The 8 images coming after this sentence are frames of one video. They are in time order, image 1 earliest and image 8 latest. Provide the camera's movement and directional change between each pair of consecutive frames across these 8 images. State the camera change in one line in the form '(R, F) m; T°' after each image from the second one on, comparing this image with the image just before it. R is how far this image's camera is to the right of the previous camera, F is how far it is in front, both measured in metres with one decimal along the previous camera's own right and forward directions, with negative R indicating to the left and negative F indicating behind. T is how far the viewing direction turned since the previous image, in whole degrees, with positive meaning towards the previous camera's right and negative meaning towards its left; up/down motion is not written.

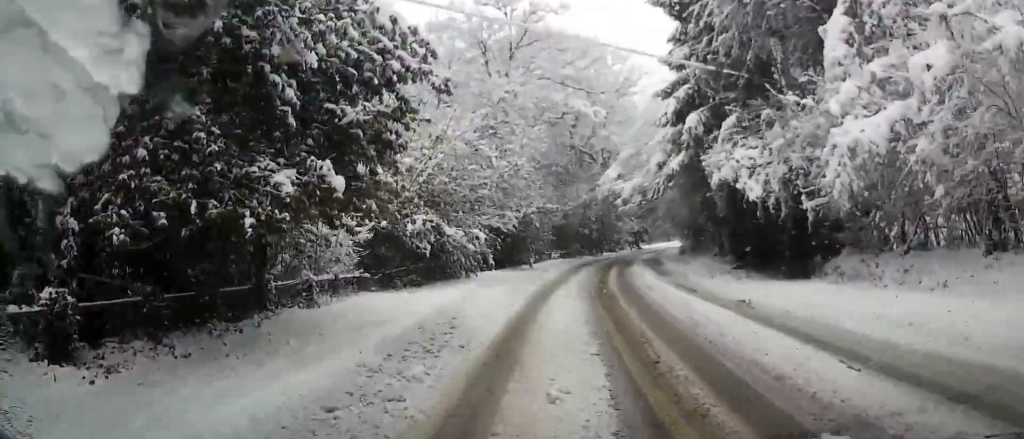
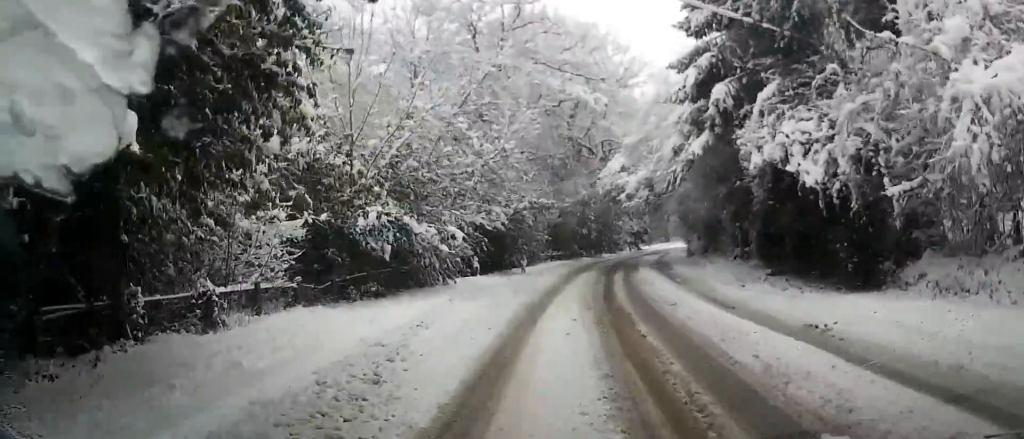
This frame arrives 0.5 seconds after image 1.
(+0.3, +3.6) m; 0°
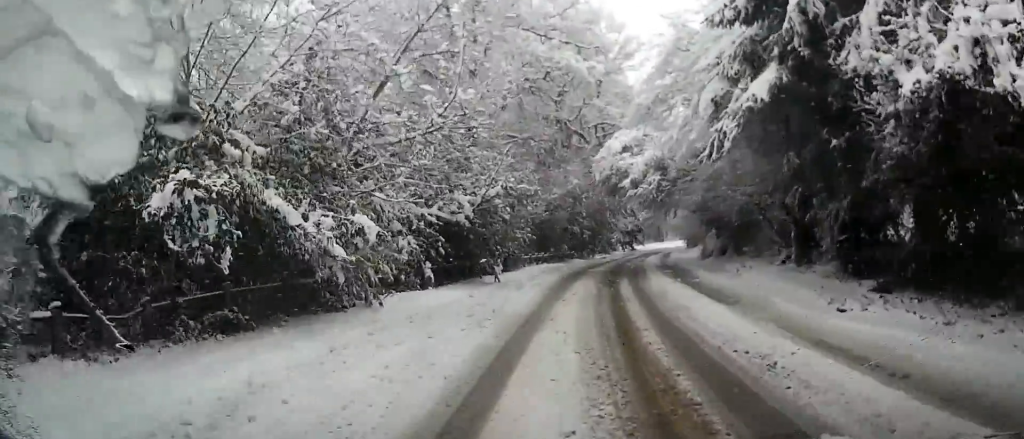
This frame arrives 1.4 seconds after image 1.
(-0.3, +6.4) m; -3°
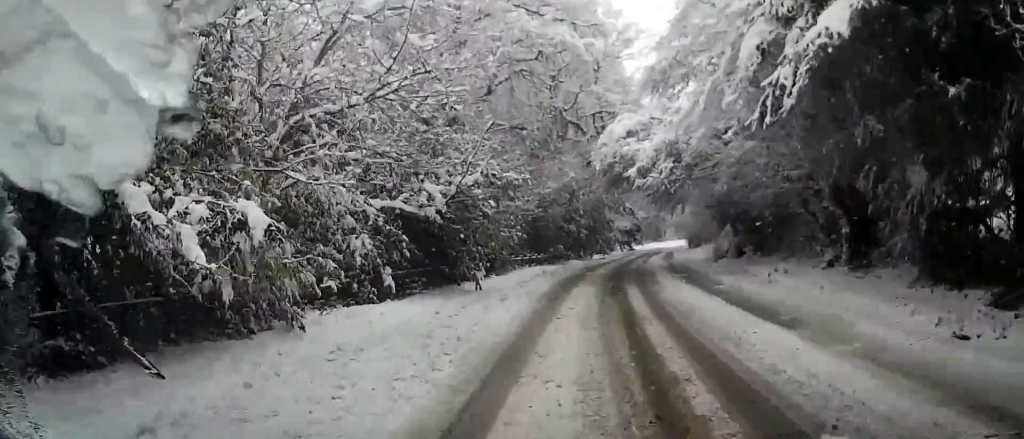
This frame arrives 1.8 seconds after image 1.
(-0.1, +3.5) m; -2°
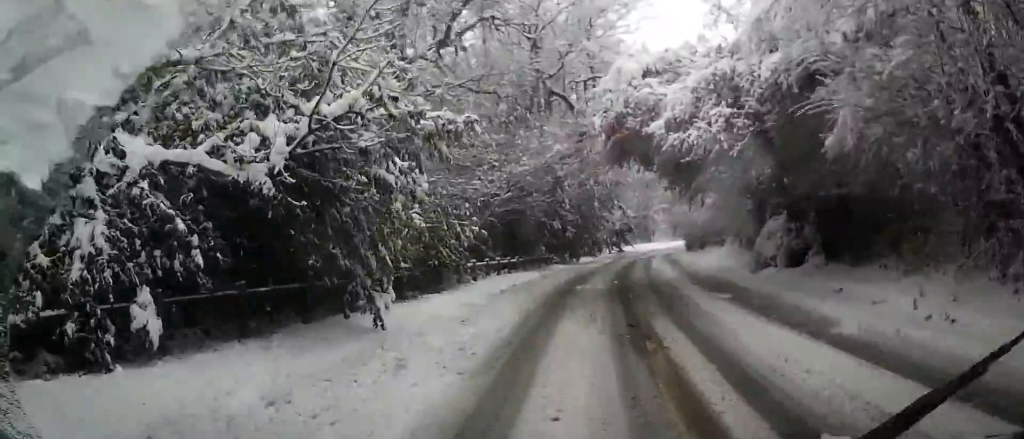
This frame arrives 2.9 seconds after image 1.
(0.0, +8.4) m; -1°
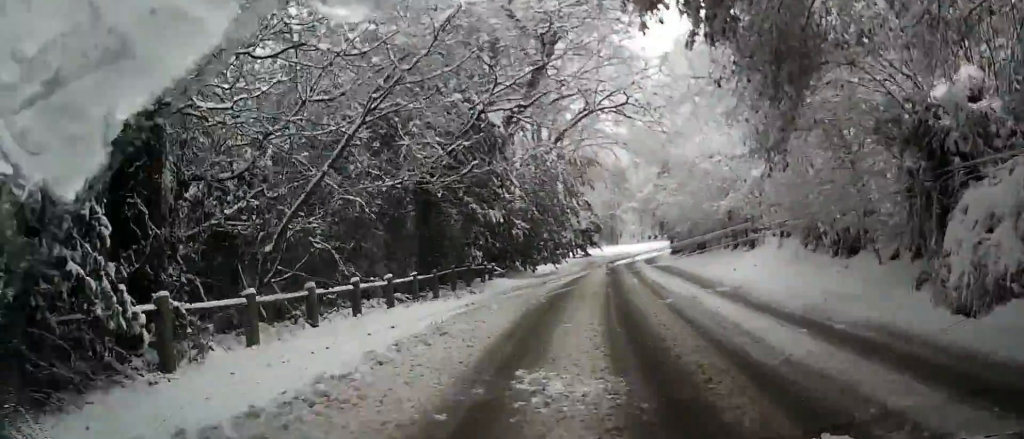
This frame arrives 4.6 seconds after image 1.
(-0.2, +13.9) m; +1°
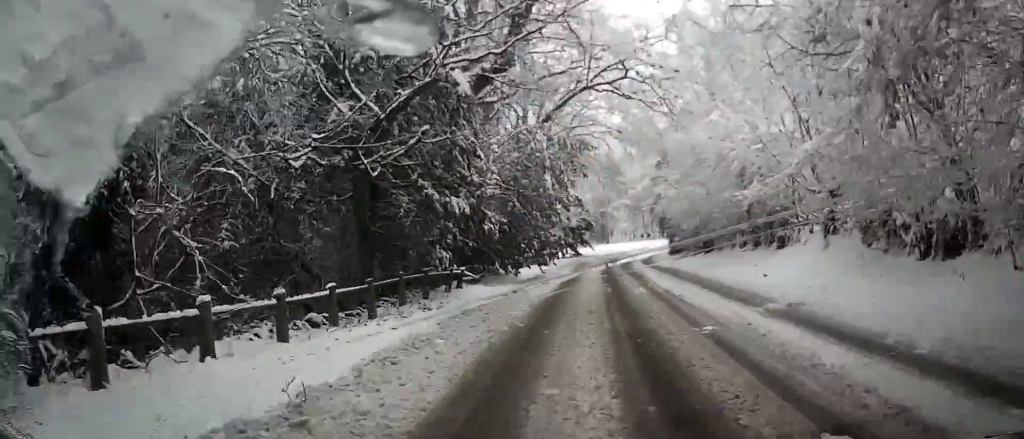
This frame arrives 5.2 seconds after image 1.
(+0.1, +5.1) m; +1°
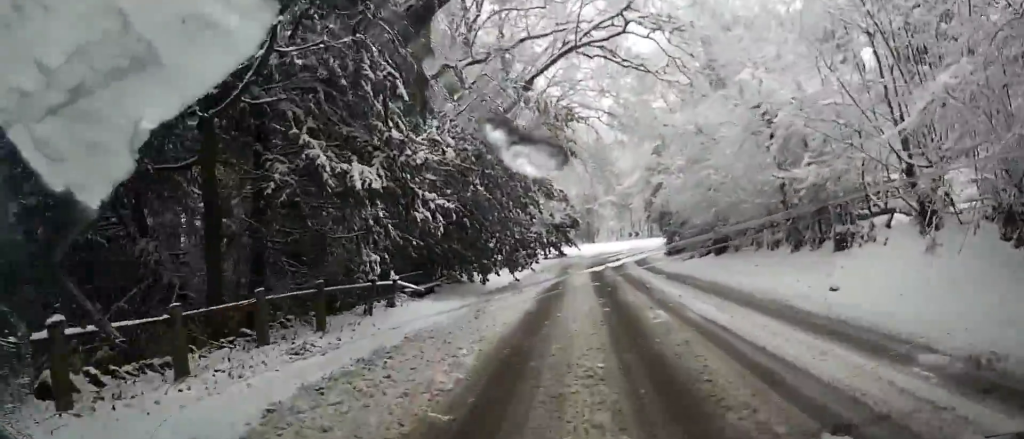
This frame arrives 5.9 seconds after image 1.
(+0.1, +6.4) m; +1°
